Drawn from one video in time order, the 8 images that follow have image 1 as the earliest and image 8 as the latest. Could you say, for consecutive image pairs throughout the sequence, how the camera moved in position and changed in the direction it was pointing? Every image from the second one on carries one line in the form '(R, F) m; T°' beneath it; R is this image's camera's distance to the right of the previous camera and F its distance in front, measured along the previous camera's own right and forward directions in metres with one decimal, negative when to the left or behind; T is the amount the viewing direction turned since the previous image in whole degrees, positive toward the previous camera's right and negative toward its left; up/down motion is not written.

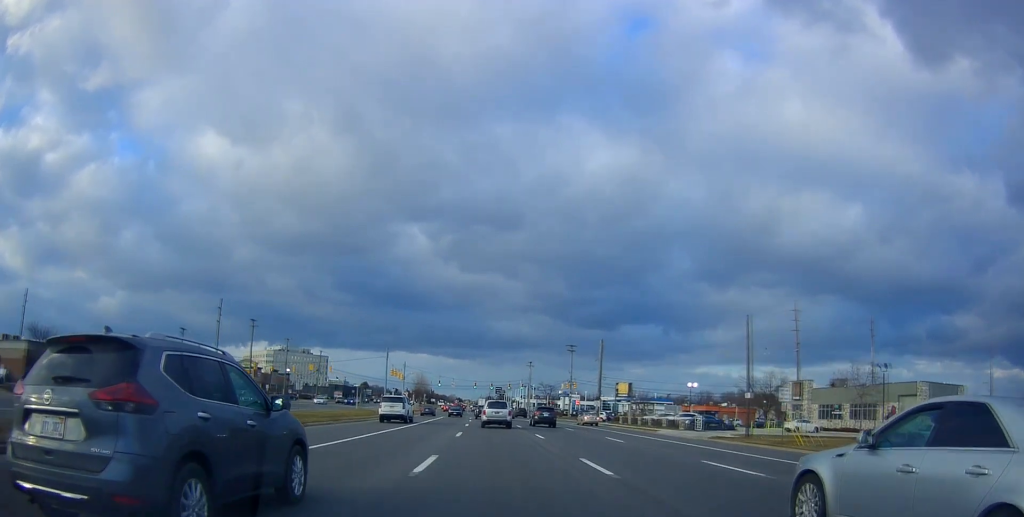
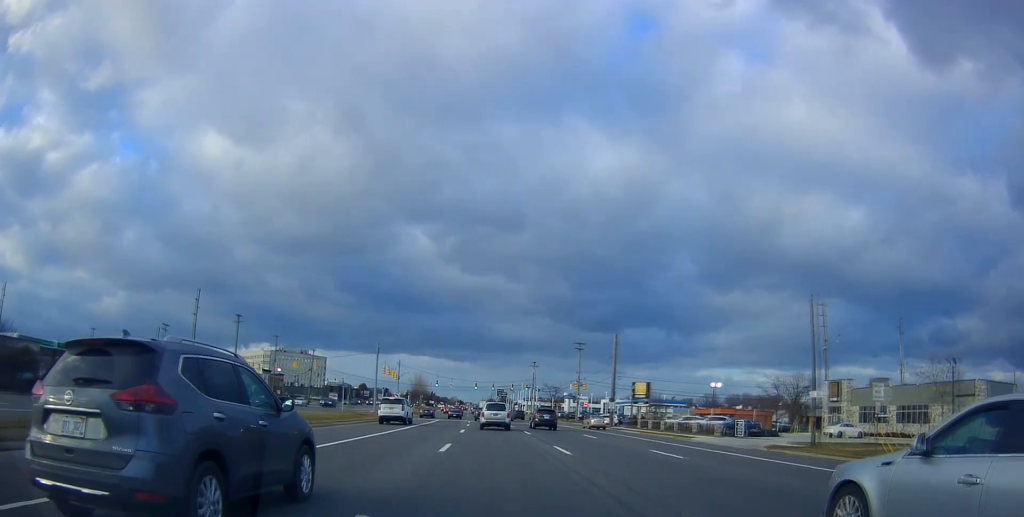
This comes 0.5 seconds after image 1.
(0.0, +8.7) m; 0°
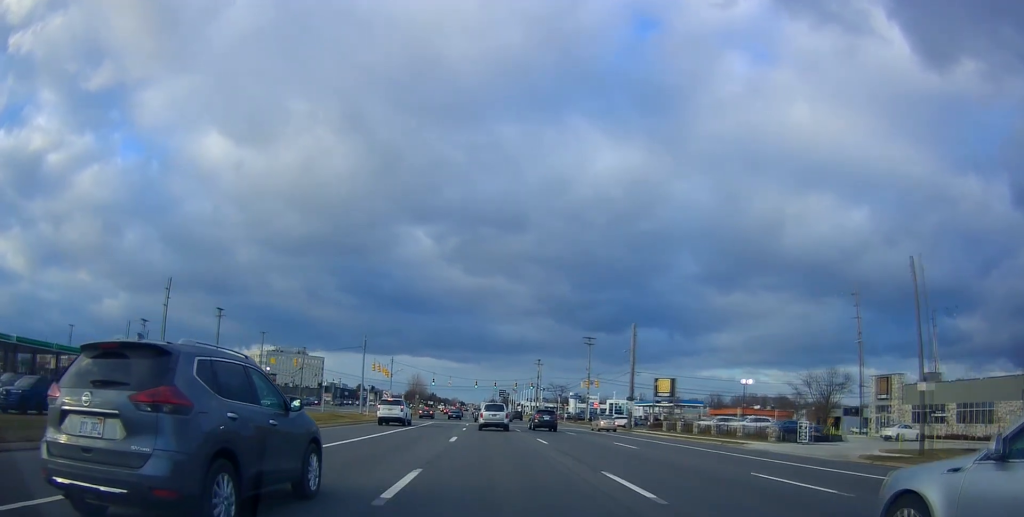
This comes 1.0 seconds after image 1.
(0.0, +9.3) m; 0°
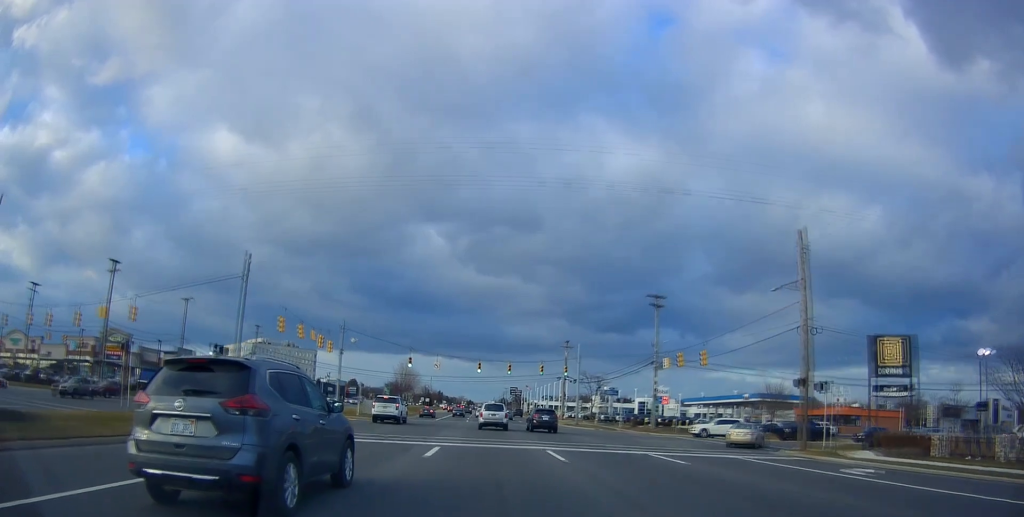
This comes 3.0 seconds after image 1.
(0.0, +37.8) m; 0°
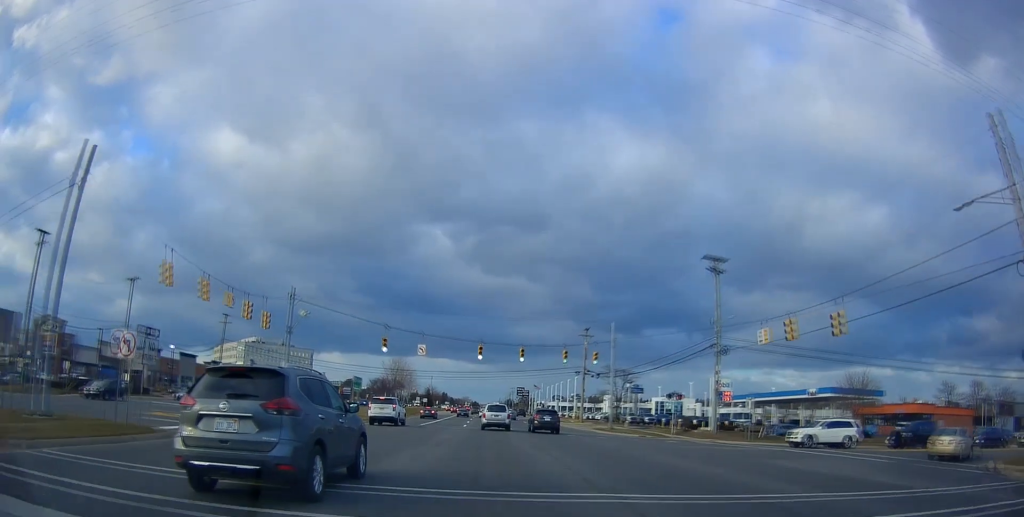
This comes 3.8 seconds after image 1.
(0.0, +16.6) m; 0°
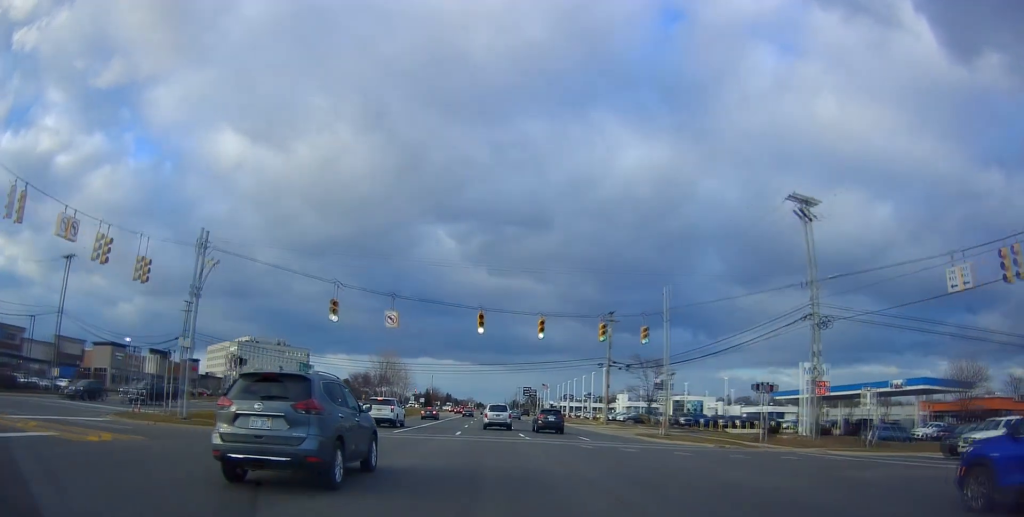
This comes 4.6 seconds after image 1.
(0.0, +15.4) m; 0°
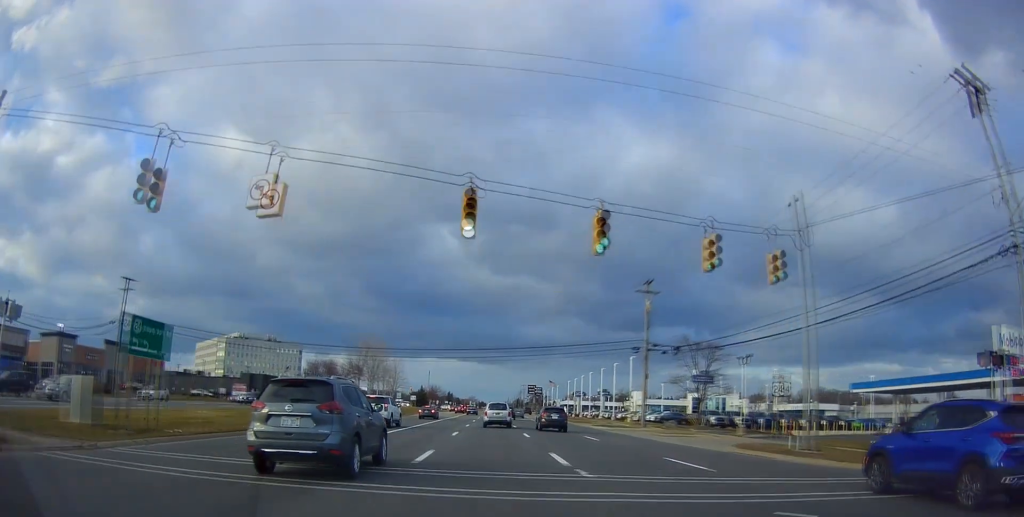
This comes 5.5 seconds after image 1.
(0.0, +17.4) m; -1°
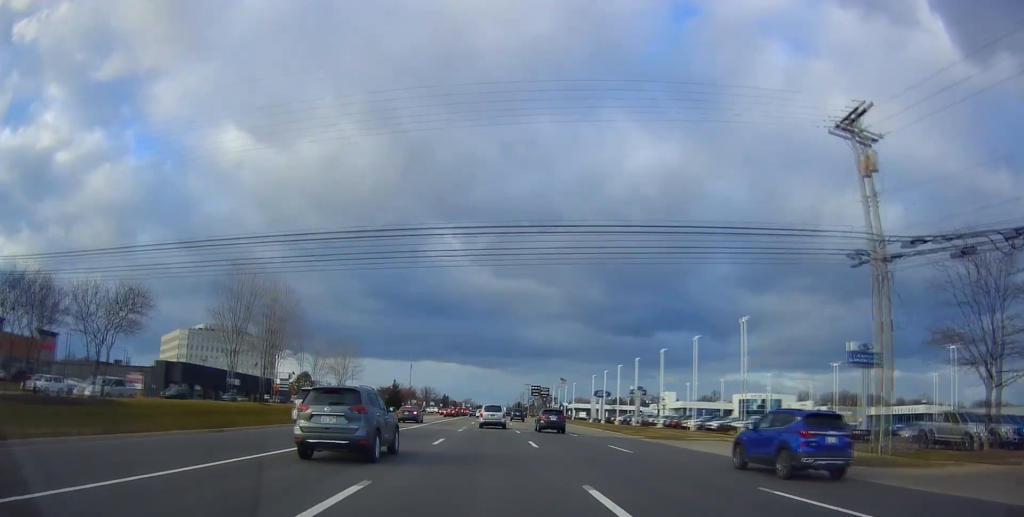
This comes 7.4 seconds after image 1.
(-0.9, +37.6) m; -1°
